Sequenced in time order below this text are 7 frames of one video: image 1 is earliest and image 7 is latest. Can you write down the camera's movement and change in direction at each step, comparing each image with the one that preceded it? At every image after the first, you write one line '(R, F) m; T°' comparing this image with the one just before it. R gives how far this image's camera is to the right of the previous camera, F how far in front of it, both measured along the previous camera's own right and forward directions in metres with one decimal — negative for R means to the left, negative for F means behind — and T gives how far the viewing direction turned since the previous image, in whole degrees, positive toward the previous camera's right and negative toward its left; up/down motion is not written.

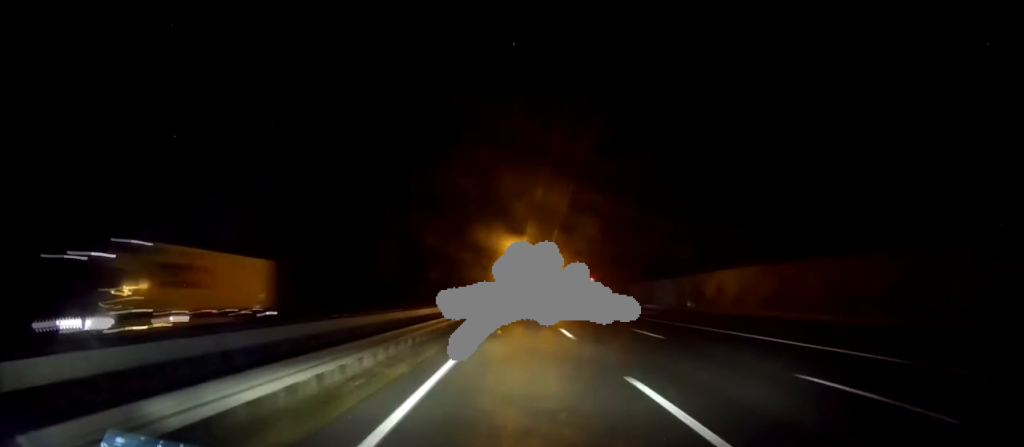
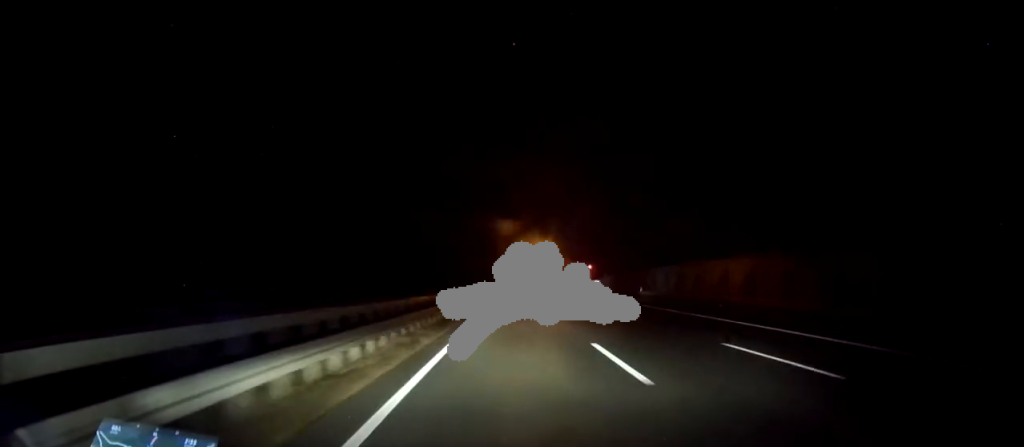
(+0.9, +31.2) m; +2°
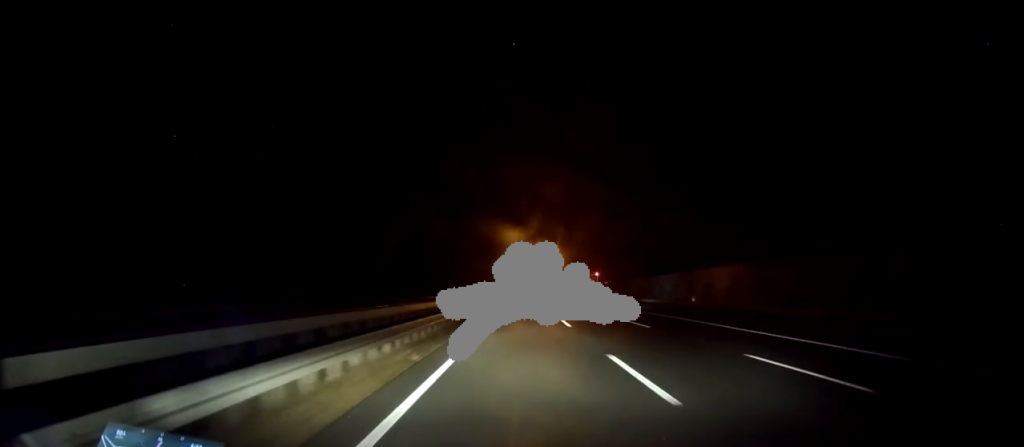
(-0.1, +19.1) m; 0°
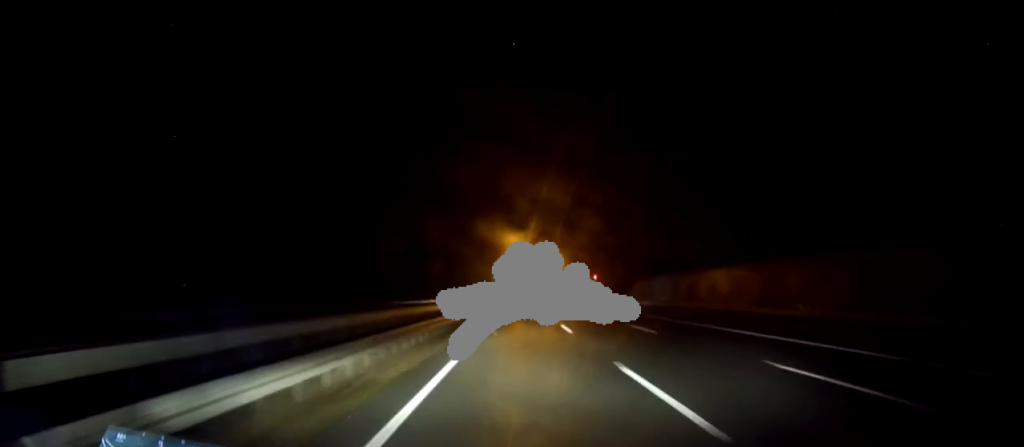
(+0.1, +19.6) m; +1°
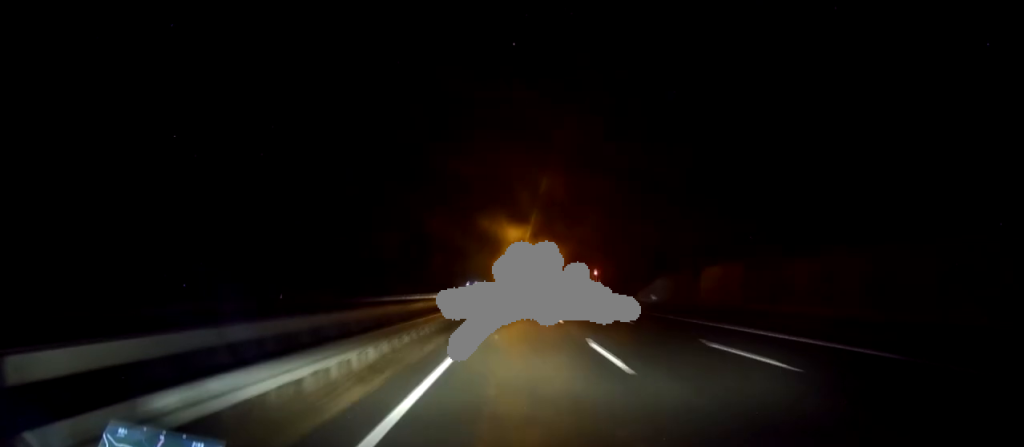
(+0.2, +12.8) m; +1°
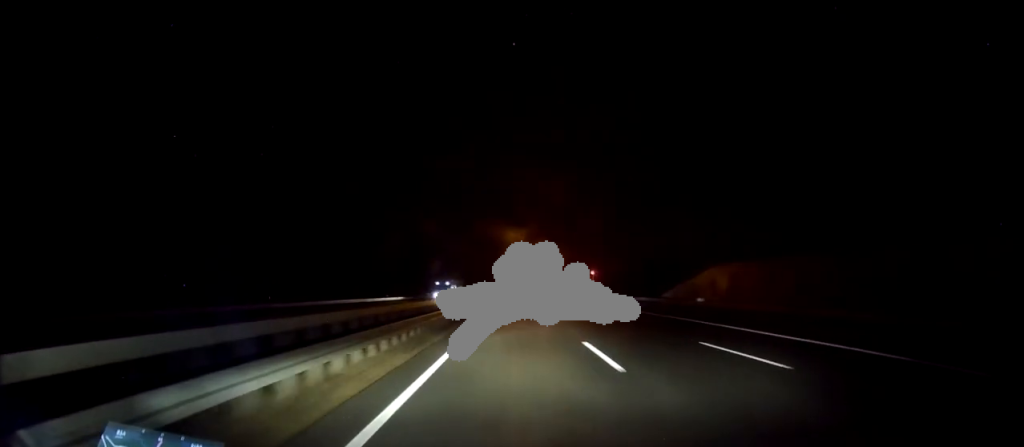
(+0.2, +18.0) m; +1°
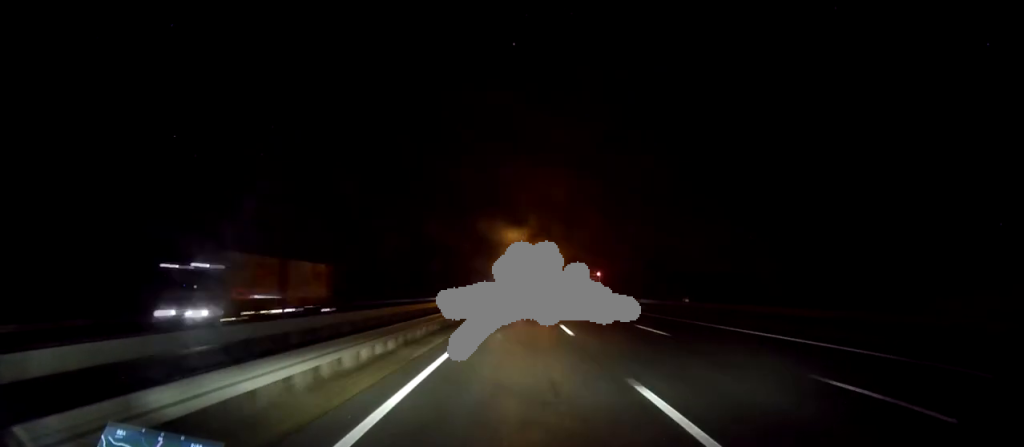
(+0.3, +43.3) m; 0°
